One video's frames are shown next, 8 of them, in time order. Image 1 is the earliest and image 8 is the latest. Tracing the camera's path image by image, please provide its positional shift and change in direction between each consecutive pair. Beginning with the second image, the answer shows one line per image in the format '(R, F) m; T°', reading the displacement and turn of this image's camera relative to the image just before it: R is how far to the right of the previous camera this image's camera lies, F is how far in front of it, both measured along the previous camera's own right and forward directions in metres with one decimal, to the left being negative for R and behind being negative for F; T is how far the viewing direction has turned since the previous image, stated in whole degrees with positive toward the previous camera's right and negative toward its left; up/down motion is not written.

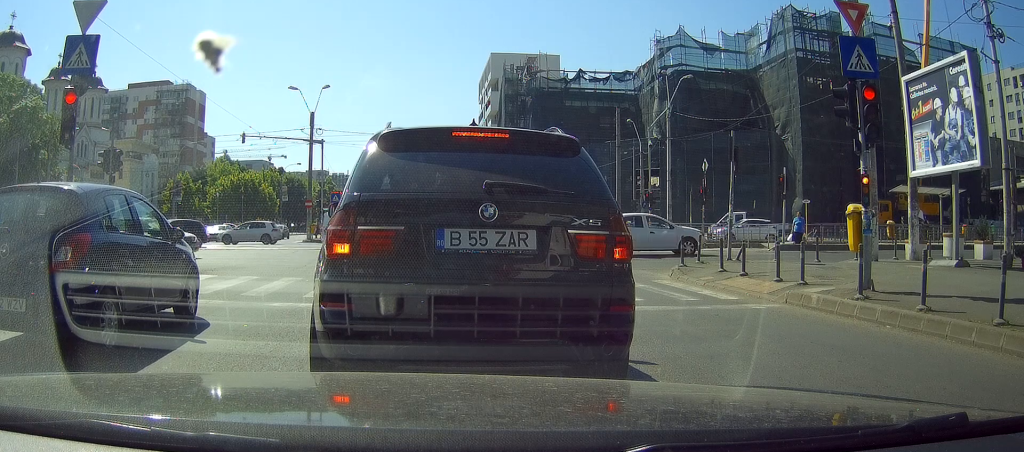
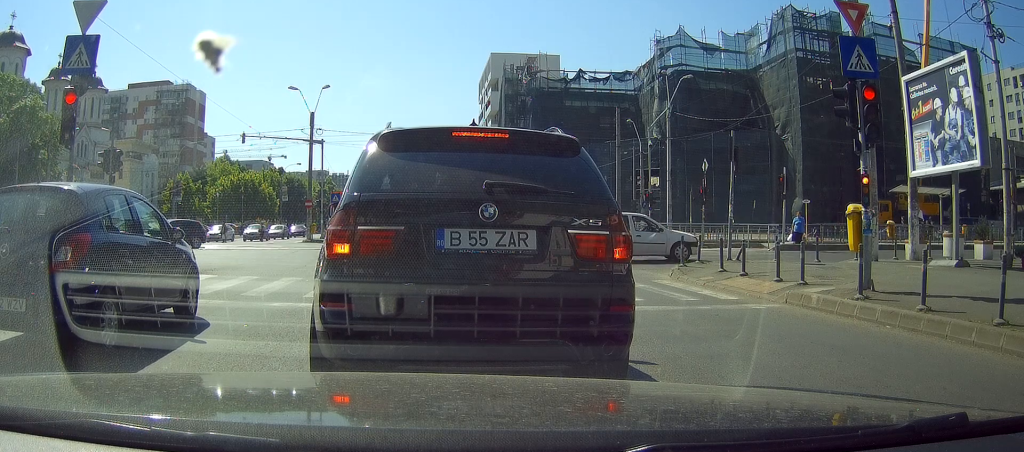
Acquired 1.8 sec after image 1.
(0.0, 0.0) m; 0°
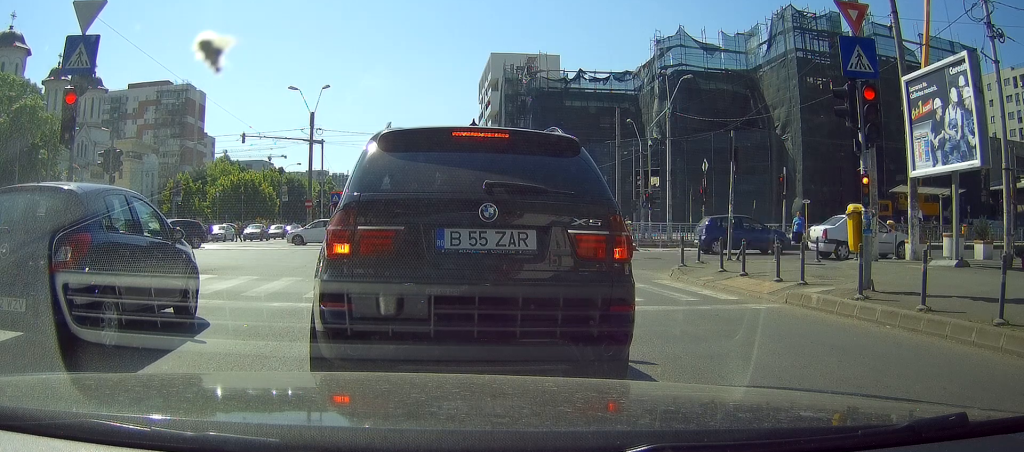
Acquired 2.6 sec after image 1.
(0.0, 0.0) m; 0°
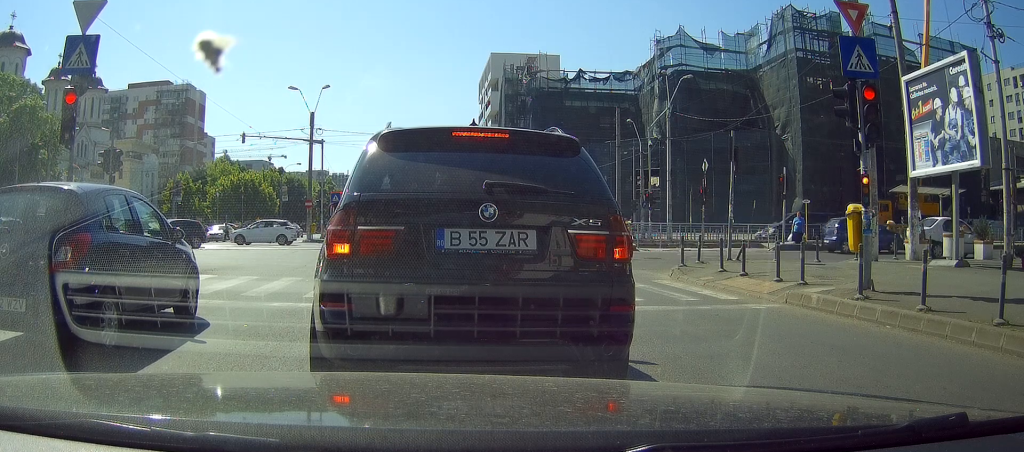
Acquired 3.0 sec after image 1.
(0.0, 0.0) m; 0°
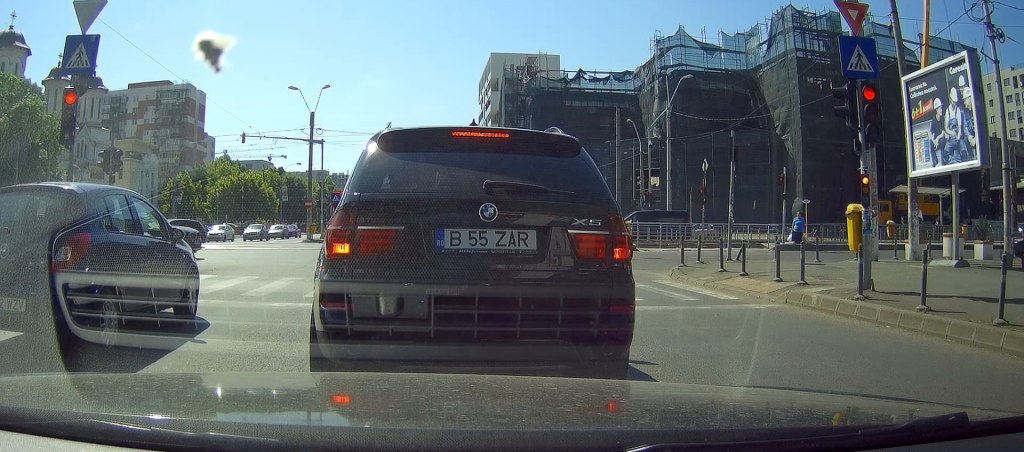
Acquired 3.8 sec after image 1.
(0.0, 0.0) m; 0°
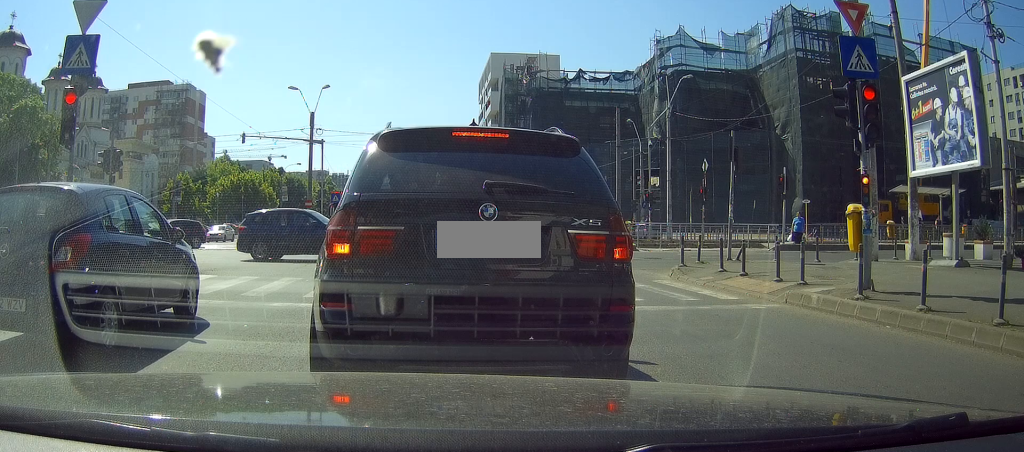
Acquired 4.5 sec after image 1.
(0.0, 0.0) m; 0°
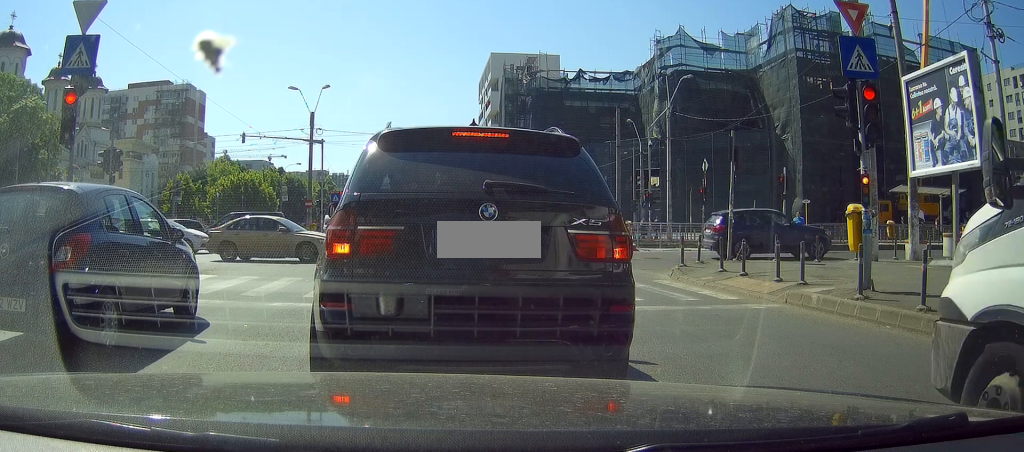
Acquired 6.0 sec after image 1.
(0.0, 0.0) m; 0°
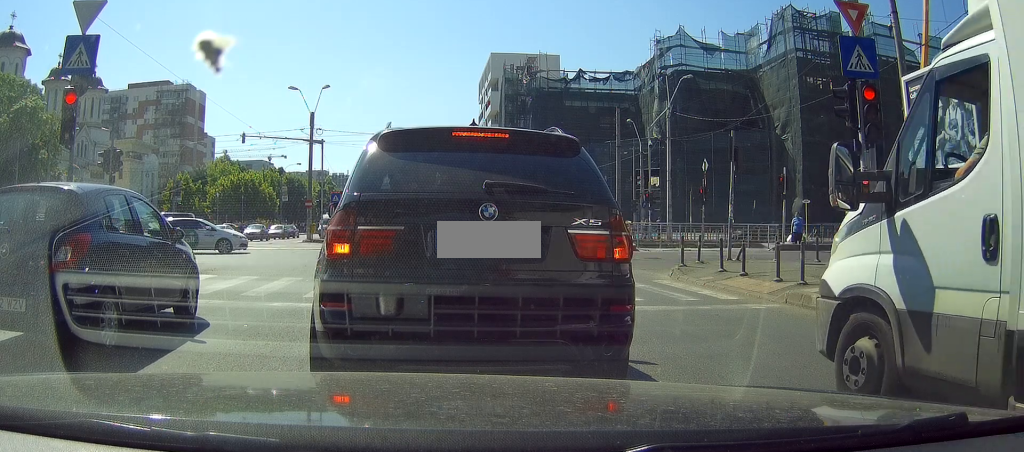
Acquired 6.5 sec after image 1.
(0.0, 0.0) m; 0°
